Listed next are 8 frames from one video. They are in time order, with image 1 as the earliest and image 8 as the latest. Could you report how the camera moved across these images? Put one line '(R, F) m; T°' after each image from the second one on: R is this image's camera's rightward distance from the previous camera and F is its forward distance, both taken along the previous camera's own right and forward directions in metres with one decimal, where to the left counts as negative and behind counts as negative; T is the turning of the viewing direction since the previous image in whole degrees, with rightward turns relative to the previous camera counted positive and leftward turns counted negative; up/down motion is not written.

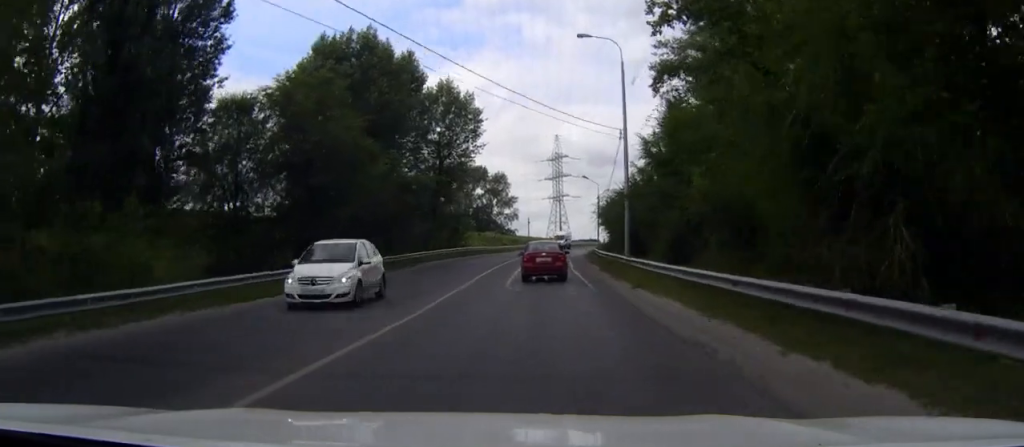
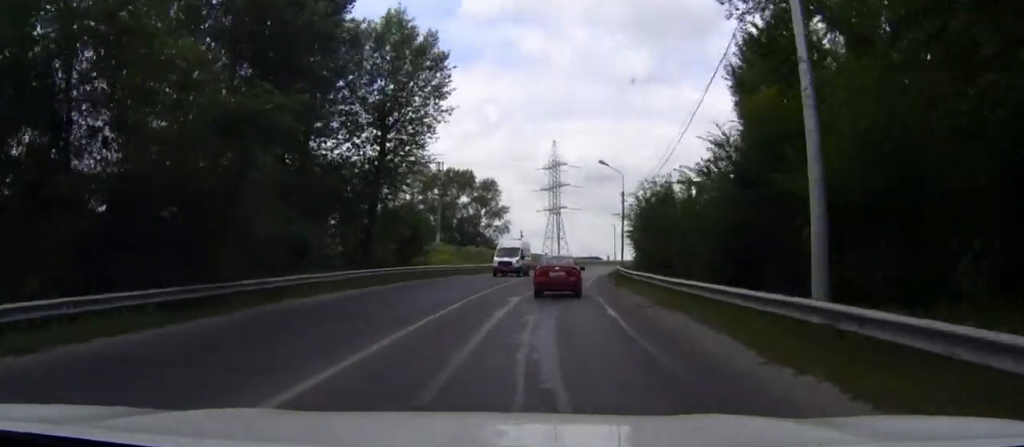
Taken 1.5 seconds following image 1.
(-0.7, +24.9) m; -2°
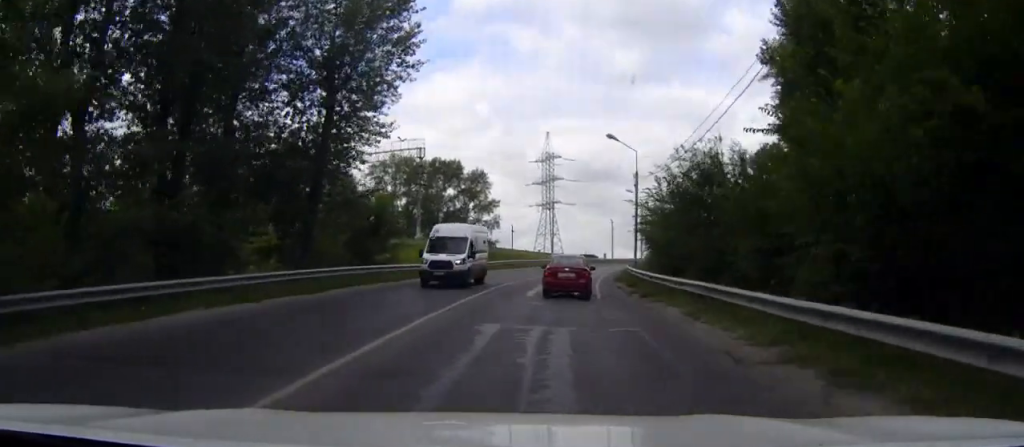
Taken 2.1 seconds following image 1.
(0.0, +10.5) m; +1°
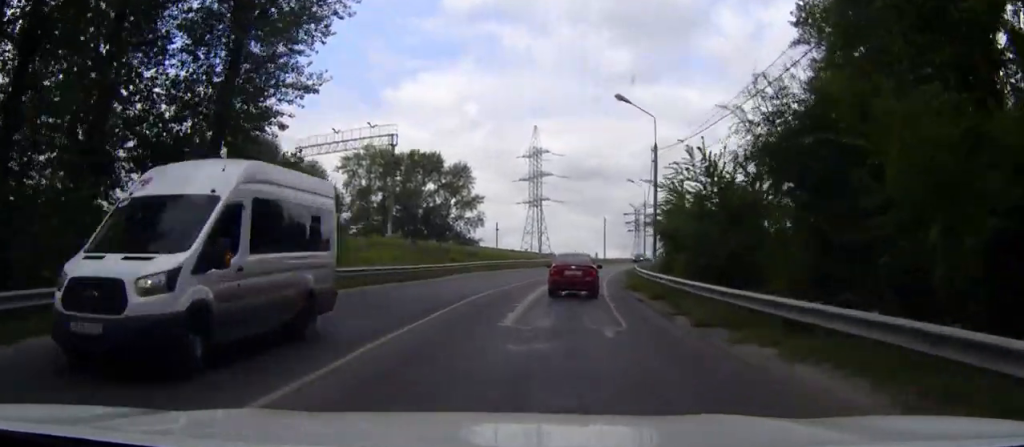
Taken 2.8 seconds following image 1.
(0.0, +10.5) m; +1°
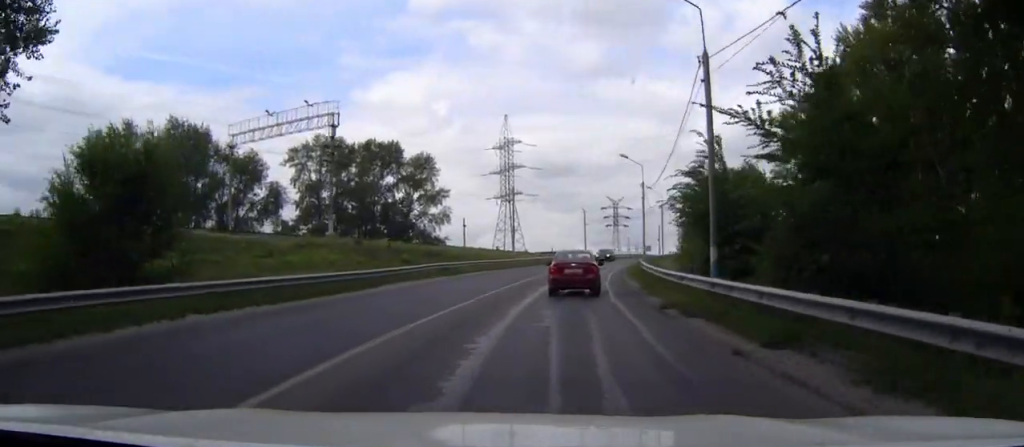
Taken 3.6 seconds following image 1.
(+0.4, +13.8) m; 0°
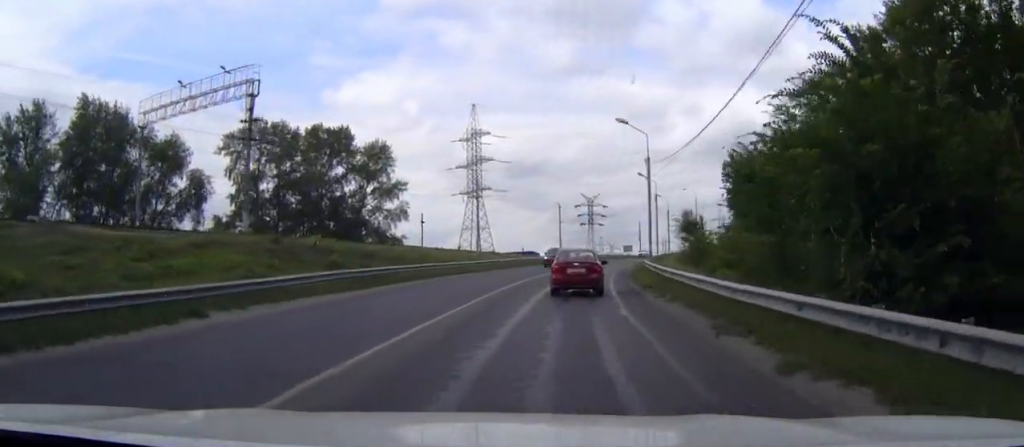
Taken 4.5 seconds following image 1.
(-0.4, +14.3) m; +3°
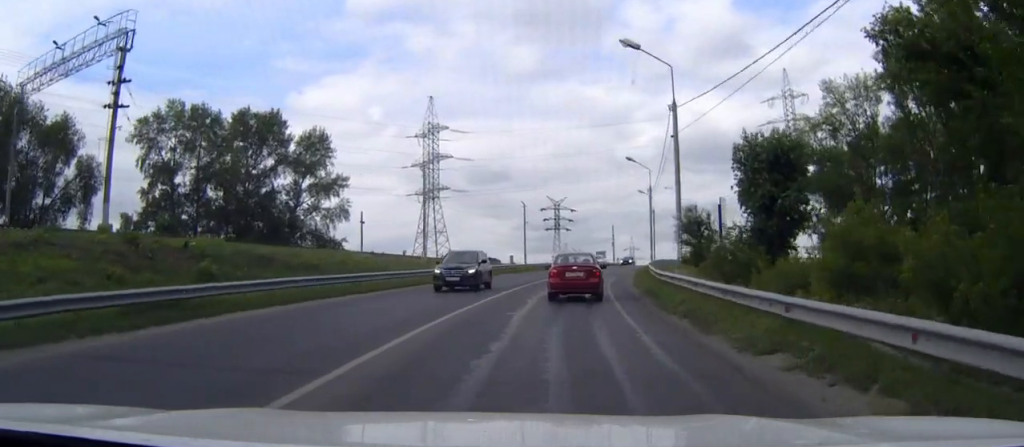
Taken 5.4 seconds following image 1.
(+1.1, +15.3) m; +5°
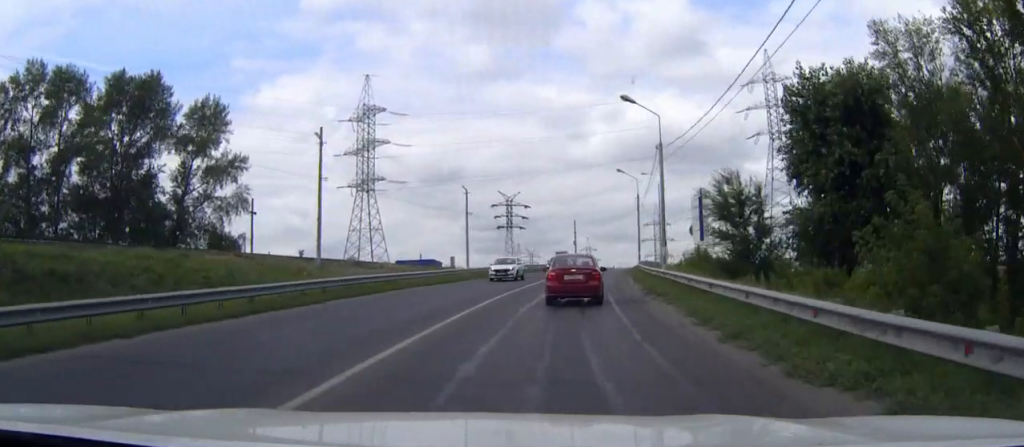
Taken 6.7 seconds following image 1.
(+0.6, +20.8) m; +4°
